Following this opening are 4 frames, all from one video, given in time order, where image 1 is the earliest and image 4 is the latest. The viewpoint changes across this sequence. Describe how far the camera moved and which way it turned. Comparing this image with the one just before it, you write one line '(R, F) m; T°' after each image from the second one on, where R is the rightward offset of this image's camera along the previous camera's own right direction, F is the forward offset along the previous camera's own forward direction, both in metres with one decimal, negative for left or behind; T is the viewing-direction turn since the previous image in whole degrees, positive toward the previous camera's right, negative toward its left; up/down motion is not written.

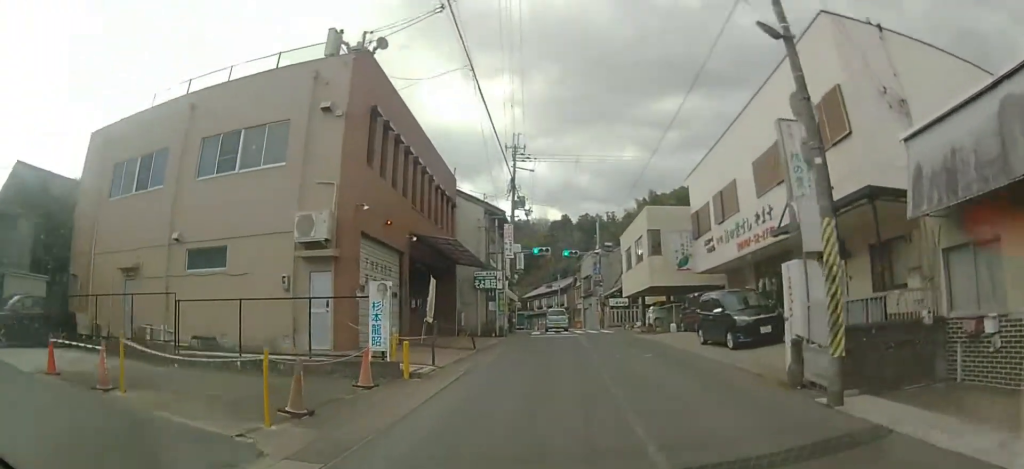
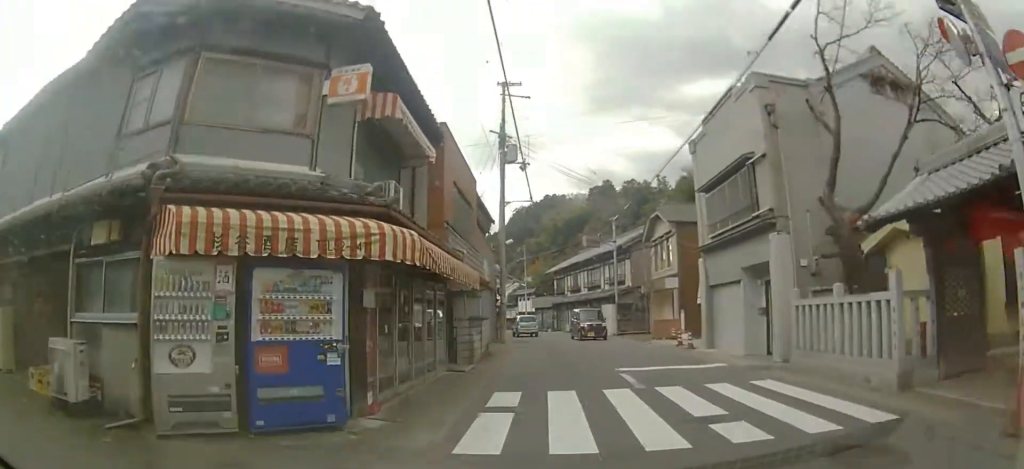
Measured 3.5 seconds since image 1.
(-0.1, +38.6) m; -1°
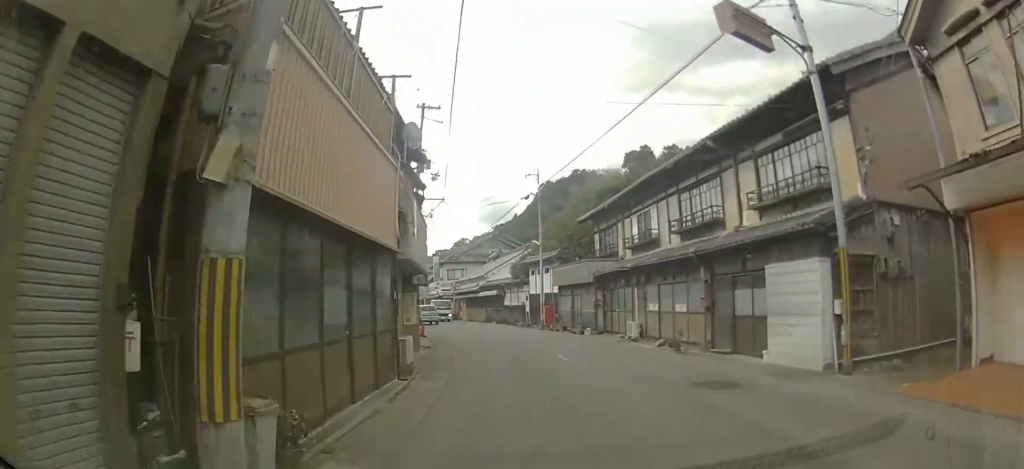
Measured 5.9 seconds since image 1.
(-1.4, +26.0) m; -4°
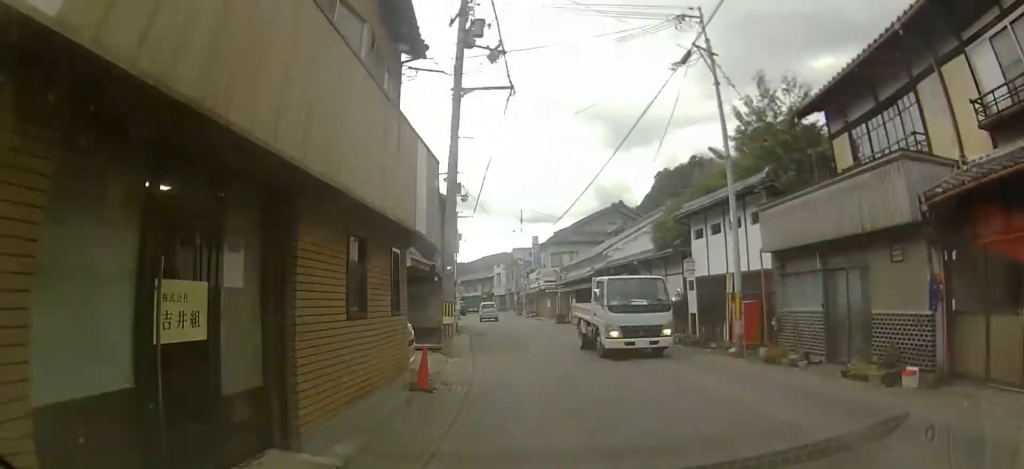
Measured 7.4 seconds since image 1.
(-0.5, +15.8) m; -5°
